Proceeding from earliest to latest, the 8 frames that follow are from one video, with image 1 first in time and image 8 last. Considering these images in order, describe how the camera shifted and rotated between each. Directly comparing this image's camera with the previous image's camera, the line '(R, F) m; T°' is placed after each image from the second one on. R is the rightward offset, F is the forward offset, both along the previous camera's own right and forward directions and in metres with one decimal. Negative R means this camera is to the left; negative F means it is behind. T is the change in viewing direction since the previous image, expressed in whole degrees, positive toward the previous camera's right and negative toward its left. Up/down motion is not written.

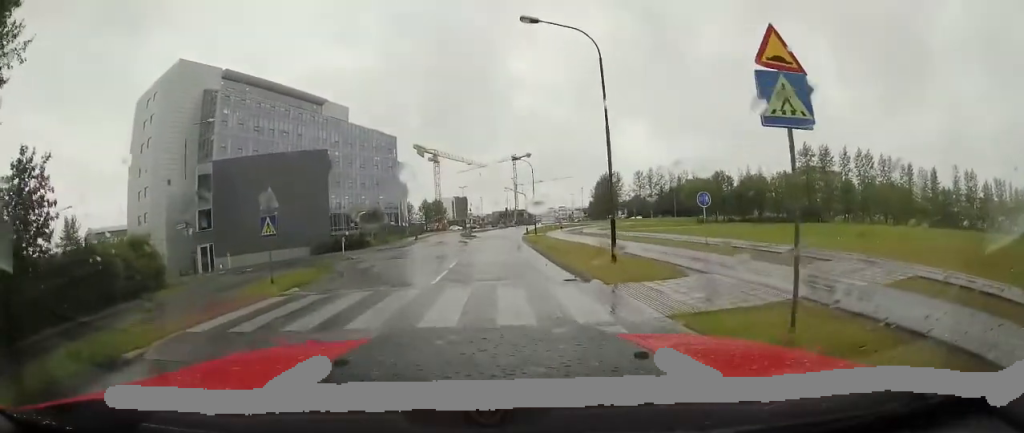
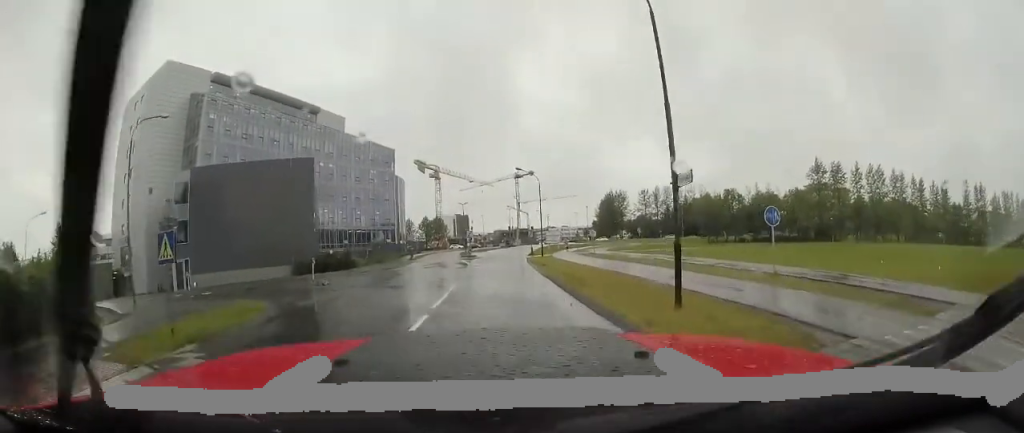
(0.0, +5.2) m; 0°
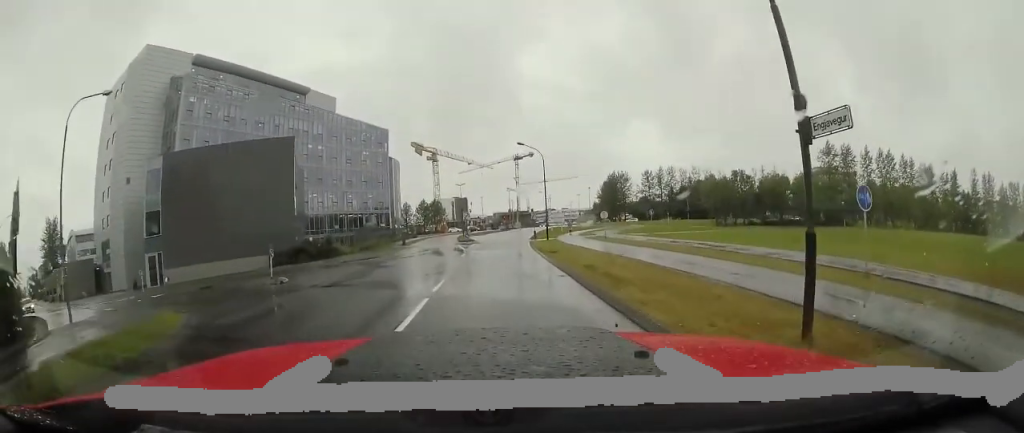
(+0.1, +4.2) m; +3°
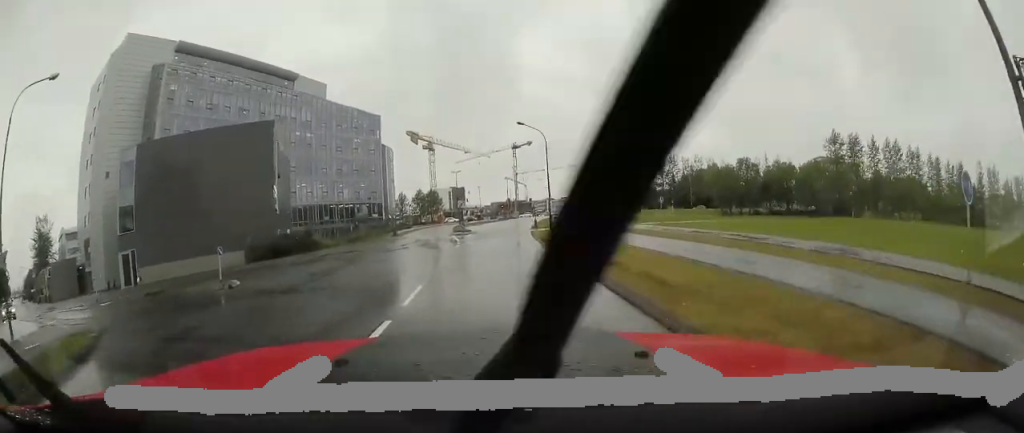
(+0.1, +3.0) m; +1°
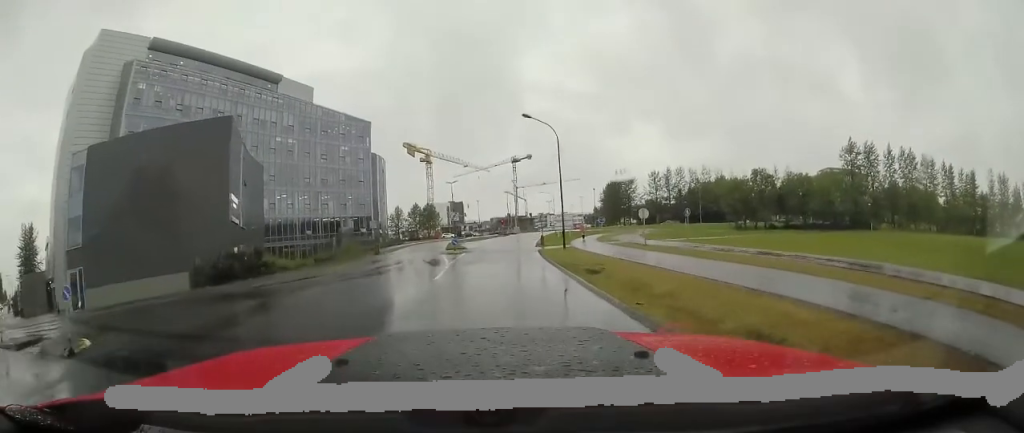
(0.0, +5.0) m; -2°
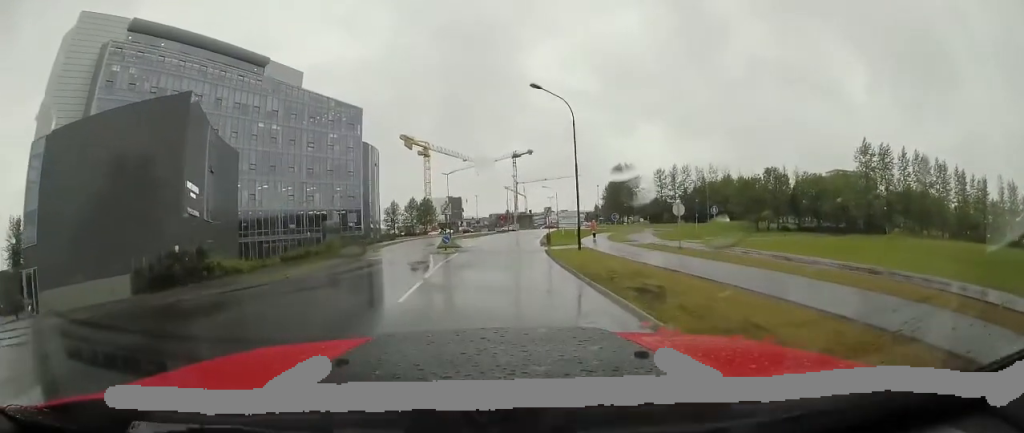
(-0.1, +4.2) m; +2°
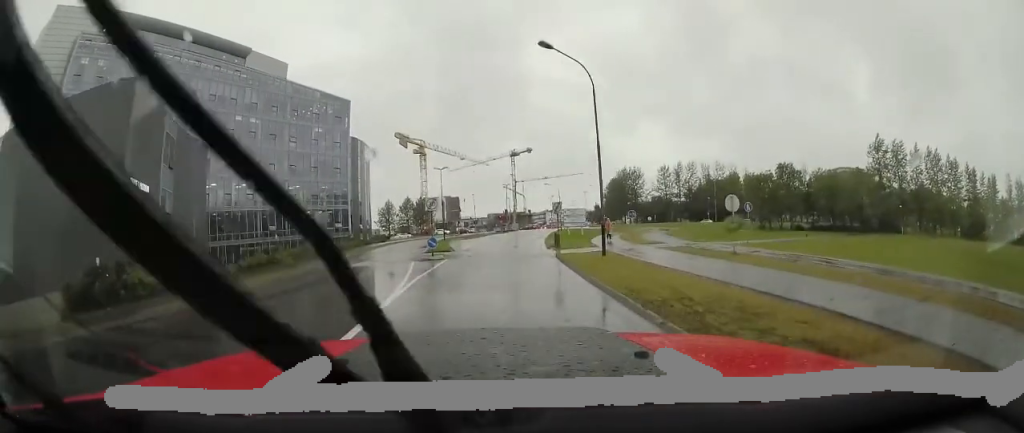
(+0.1, +4.4) m; 0°
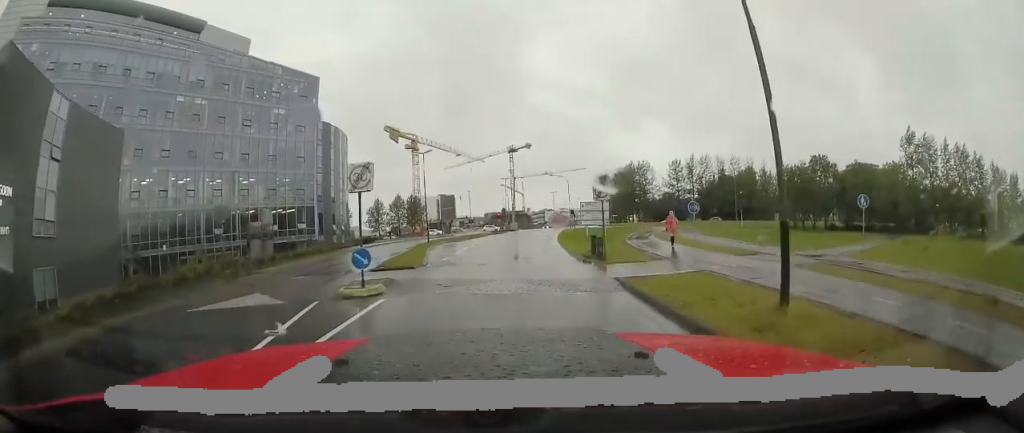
(-0.3, +10.0) m; -2°
